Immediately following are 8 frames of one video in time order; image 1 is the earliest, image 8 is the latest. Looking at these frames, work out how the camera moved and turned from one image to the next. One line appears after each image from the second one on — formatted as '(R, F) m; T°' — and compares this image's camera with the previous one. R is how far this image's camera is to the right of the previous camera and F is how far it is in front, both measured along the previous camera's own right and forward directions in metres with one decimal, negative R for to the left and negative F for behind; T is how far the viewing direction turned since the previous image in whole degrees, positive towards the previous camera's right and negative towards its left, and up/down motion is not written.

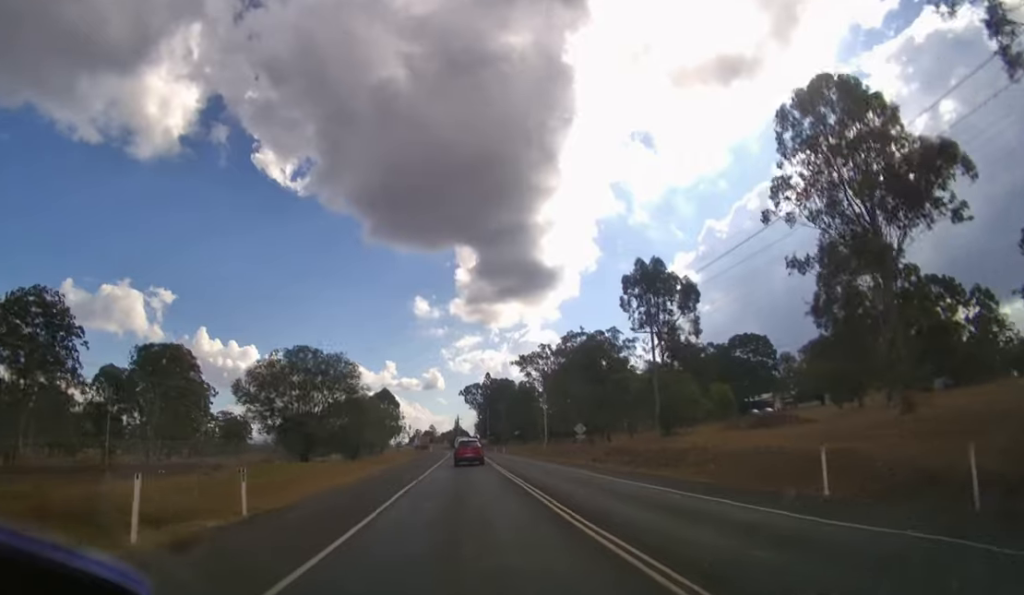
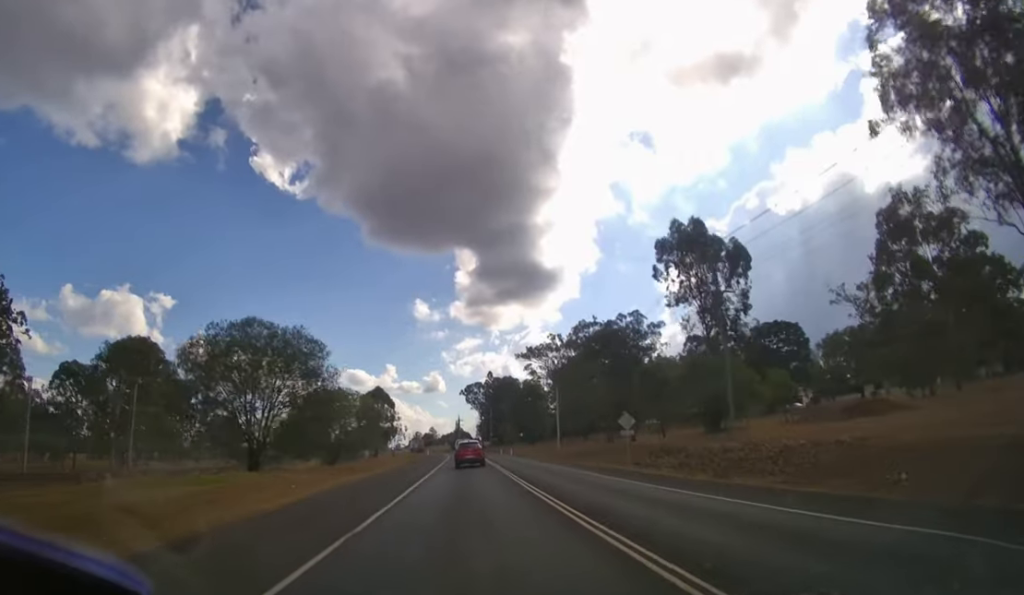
(0.0, +11.0) m; 0°
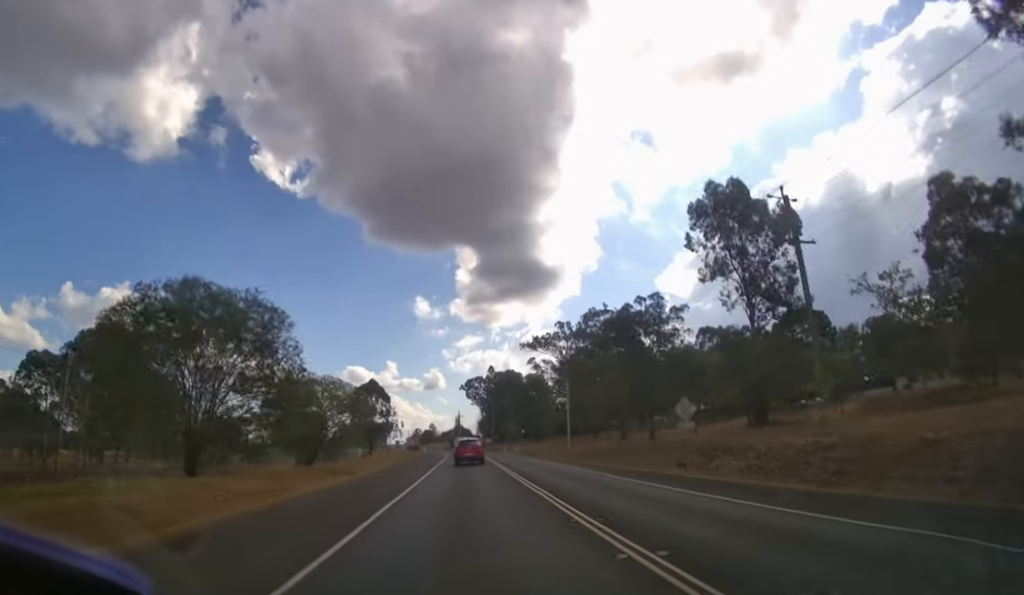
(0.0, +8.1) m; 0°
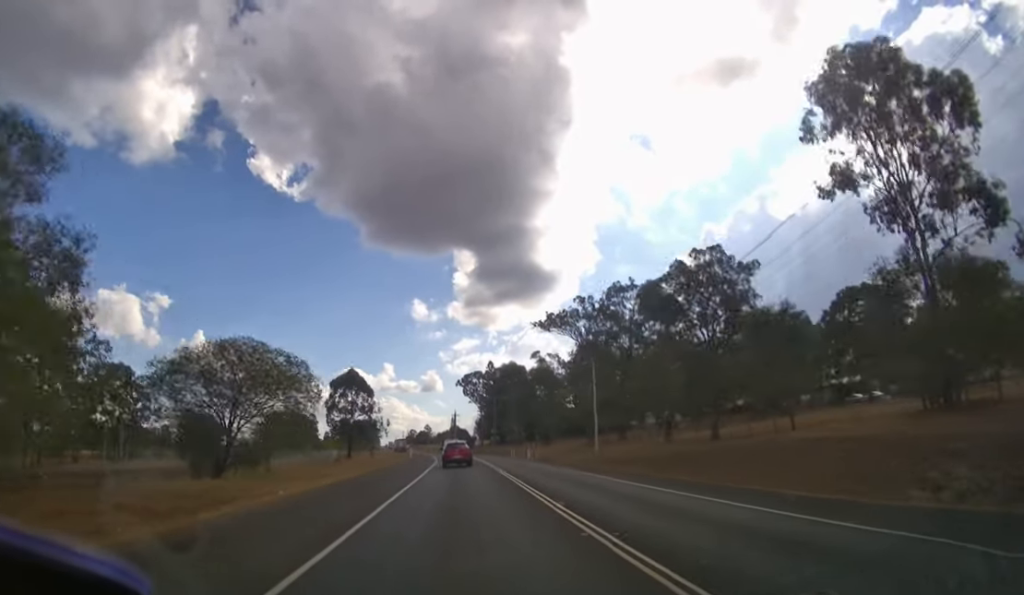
(+0.1, +16.3) m; 0°
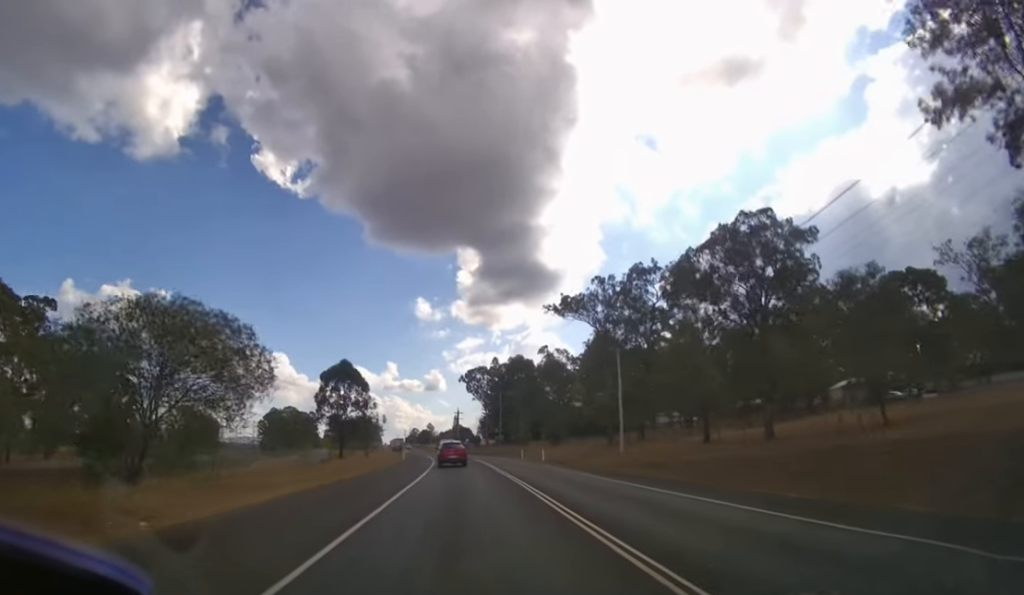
(0.0, +7.6) m; 0°
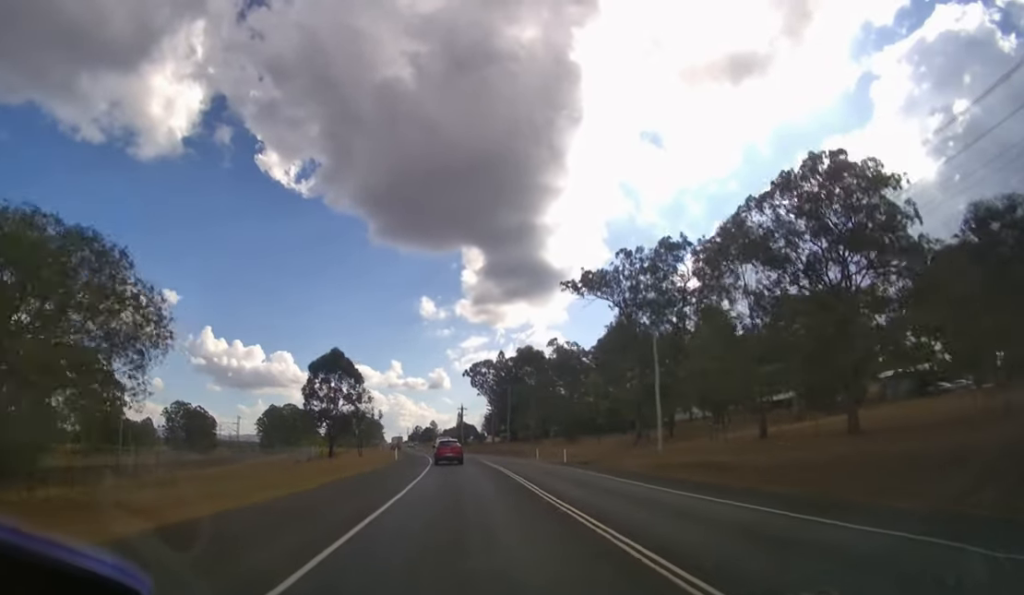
(0.0, +7.8) m; 0°
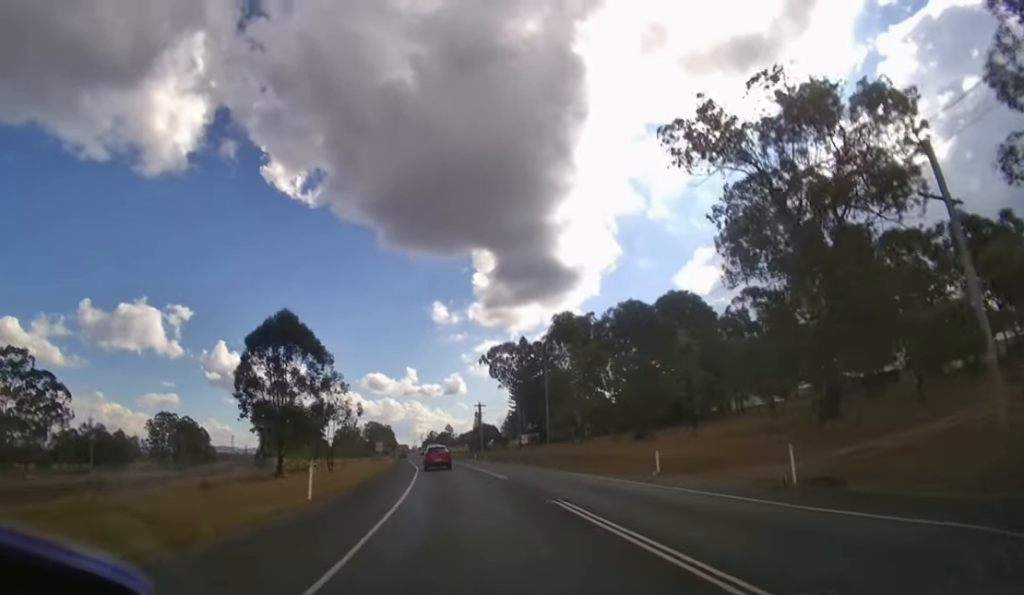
(-0.3, +22.5) m; -1°
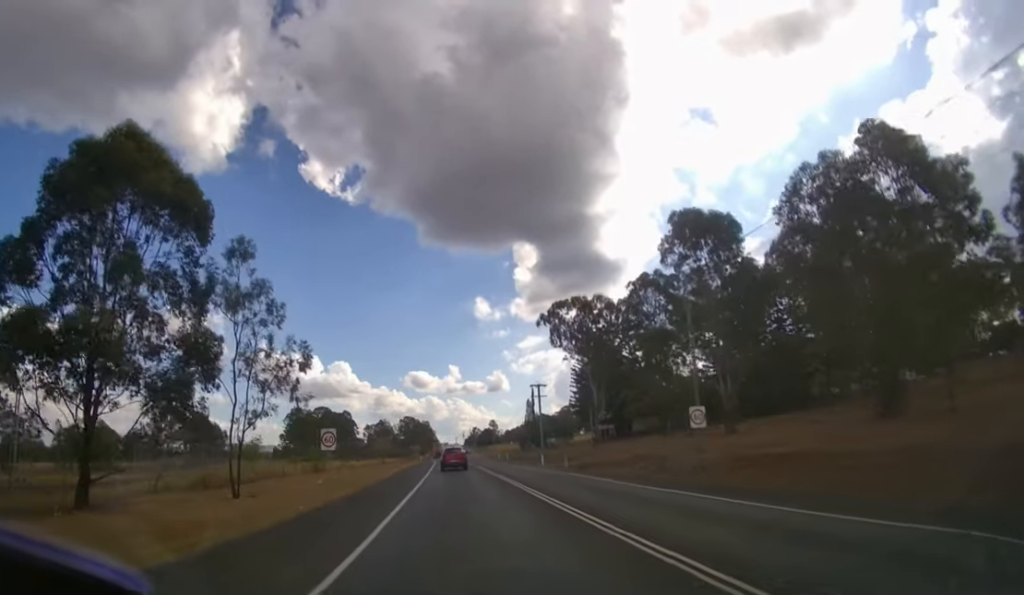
(-0.8, +28.4) m; -4°
